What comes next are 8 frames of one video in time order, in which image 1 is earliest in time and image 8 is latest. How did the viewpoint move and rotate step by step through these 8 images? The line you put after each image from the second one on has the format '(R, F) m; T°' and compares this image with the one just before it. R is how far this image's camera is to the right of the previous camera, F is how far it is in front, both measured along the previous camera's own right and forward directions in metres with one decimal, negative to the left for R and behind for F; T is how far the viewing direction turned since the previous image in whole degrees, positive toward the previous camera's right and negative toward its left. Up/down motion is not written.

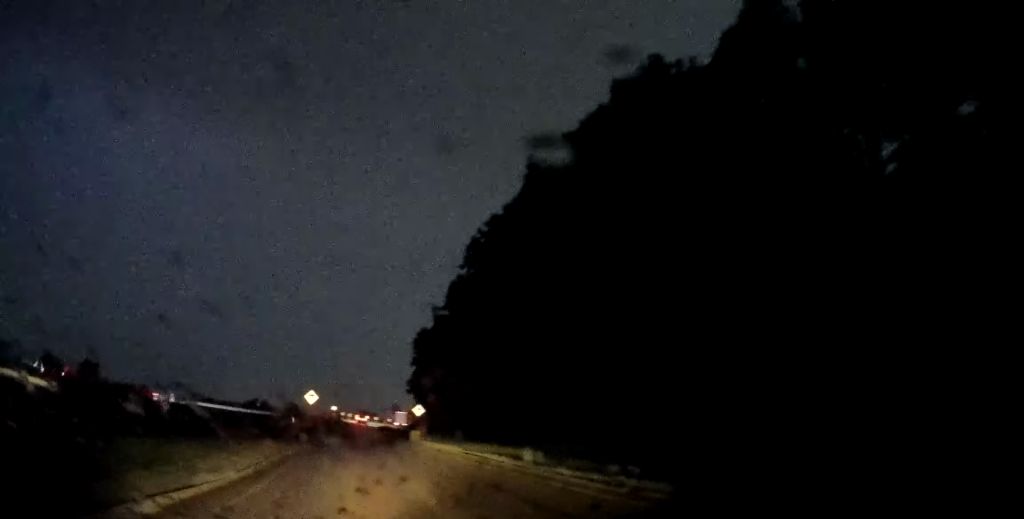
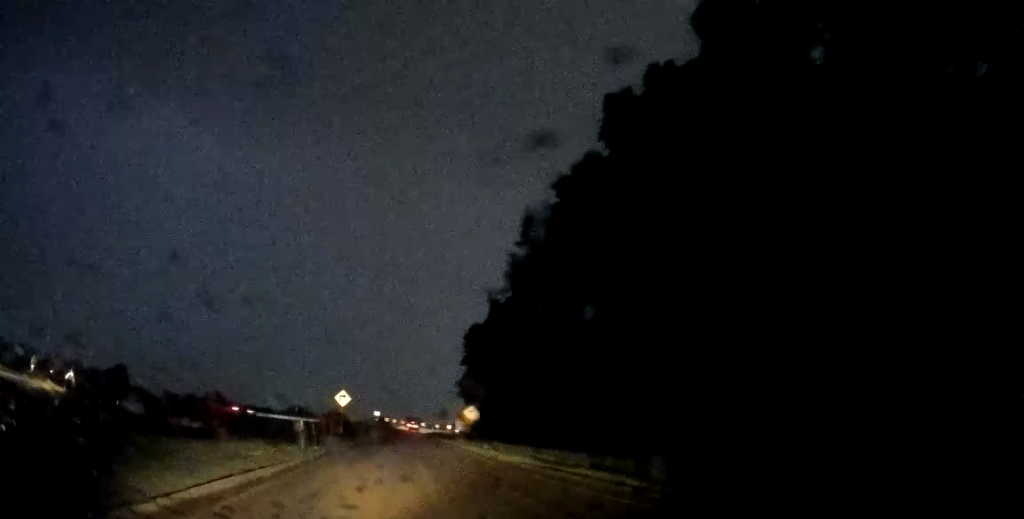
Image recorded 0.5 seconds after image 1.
(-0.5, +8.7) m; -4°
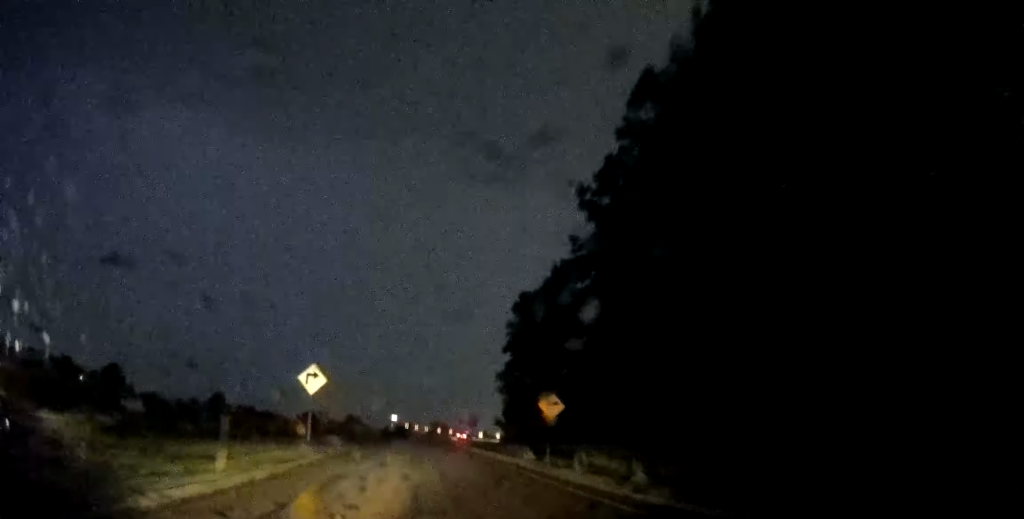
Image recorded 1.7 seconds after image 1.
(-1.3, +20.7) m; -7°
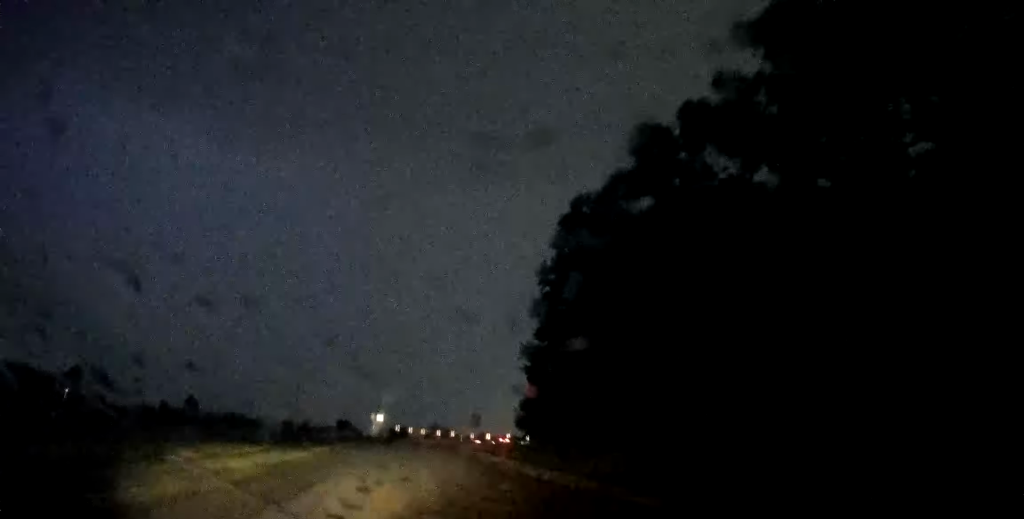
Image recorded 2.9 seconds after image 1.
(-1.3, +21.1) m; -5°
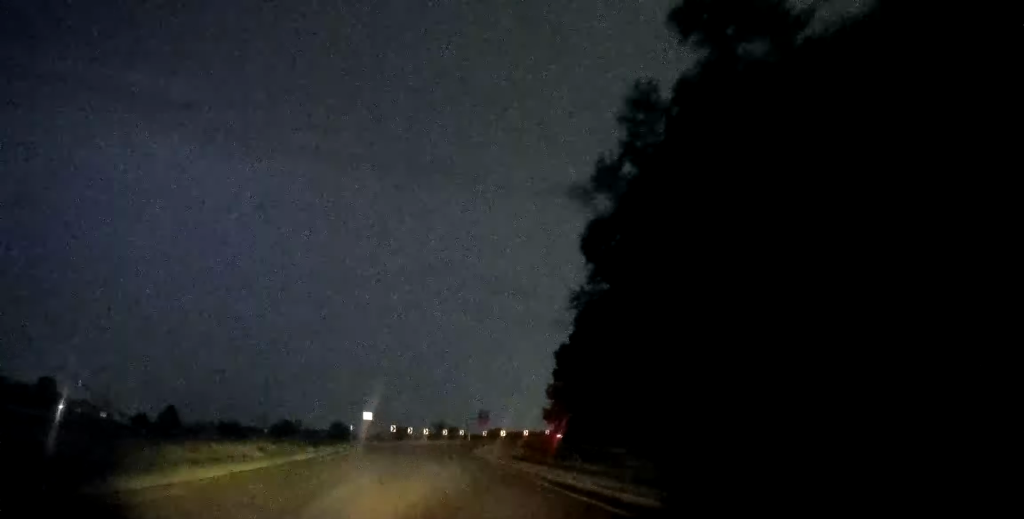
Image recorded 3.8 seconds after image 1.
(-0.3, +17.0) m; -1°
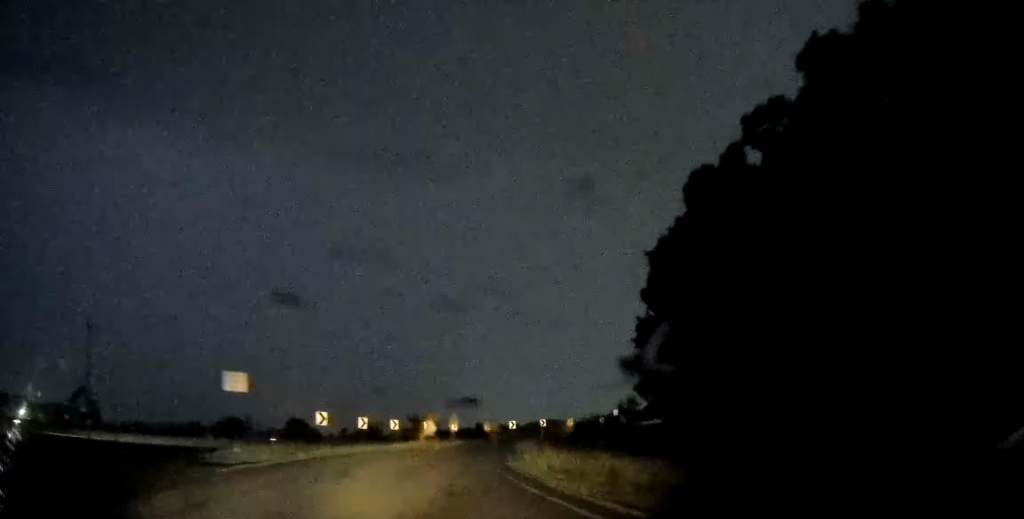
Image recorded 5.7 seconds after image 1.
(+0.7, +33.9) m; +2°
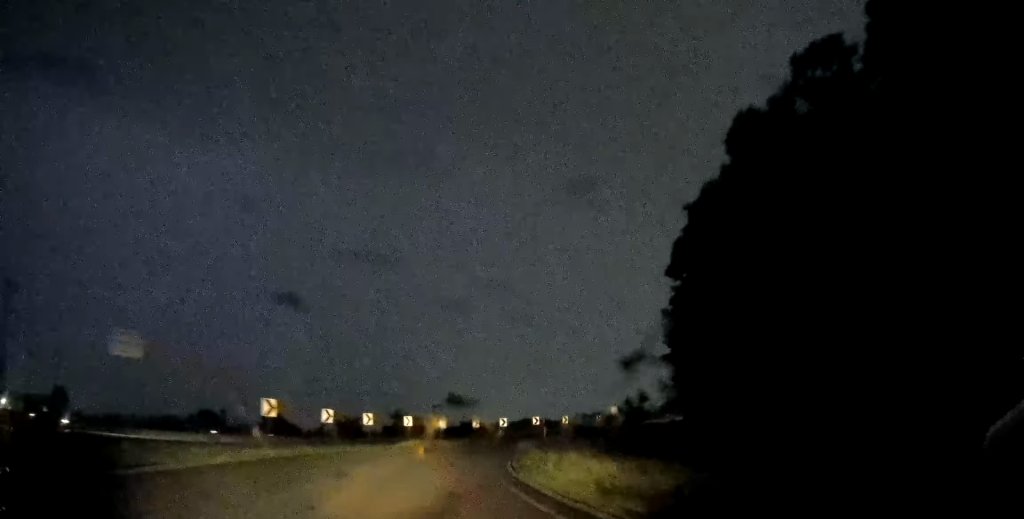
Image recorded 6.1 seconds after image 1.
(+0.2, +7.2) m; 0°
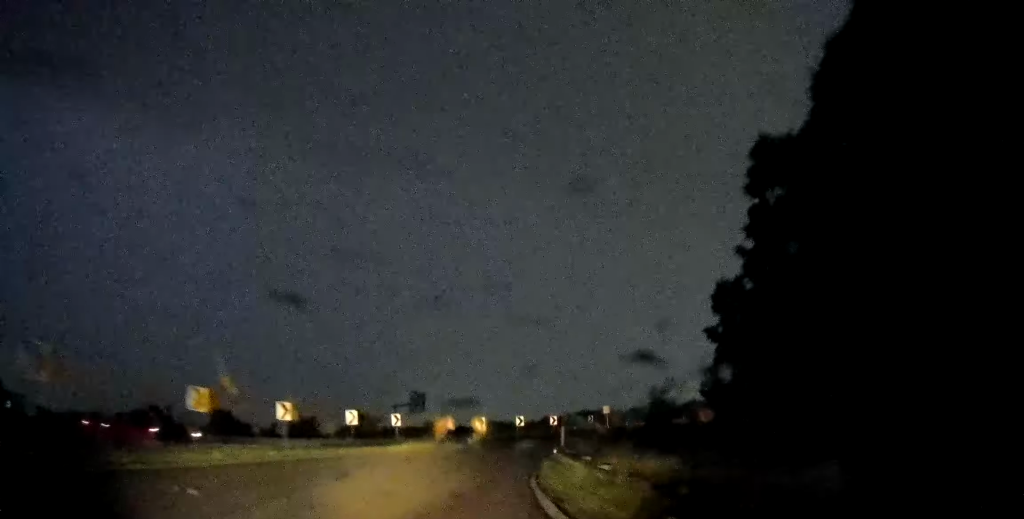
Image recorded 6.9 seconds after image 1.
(-0.4, +13.4) m; -1°
